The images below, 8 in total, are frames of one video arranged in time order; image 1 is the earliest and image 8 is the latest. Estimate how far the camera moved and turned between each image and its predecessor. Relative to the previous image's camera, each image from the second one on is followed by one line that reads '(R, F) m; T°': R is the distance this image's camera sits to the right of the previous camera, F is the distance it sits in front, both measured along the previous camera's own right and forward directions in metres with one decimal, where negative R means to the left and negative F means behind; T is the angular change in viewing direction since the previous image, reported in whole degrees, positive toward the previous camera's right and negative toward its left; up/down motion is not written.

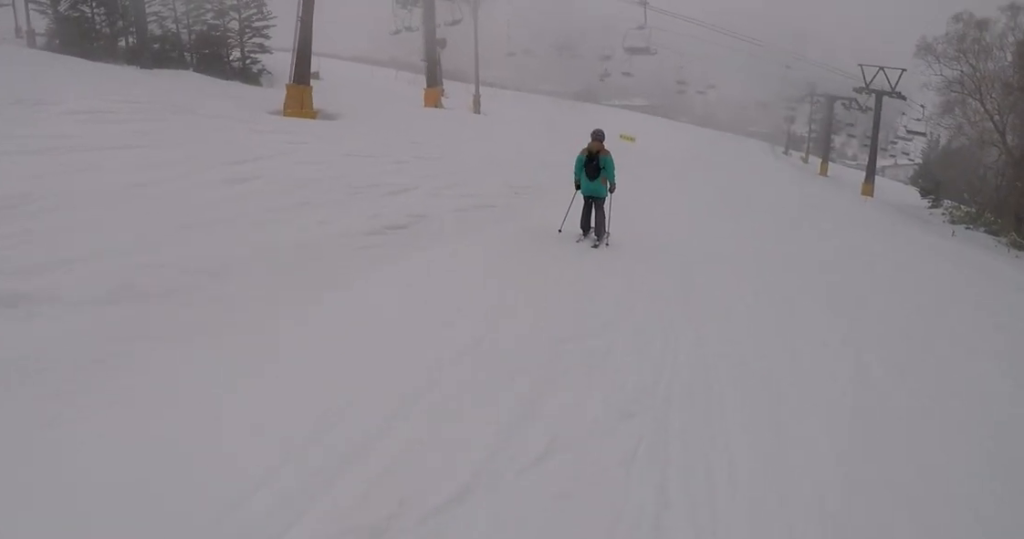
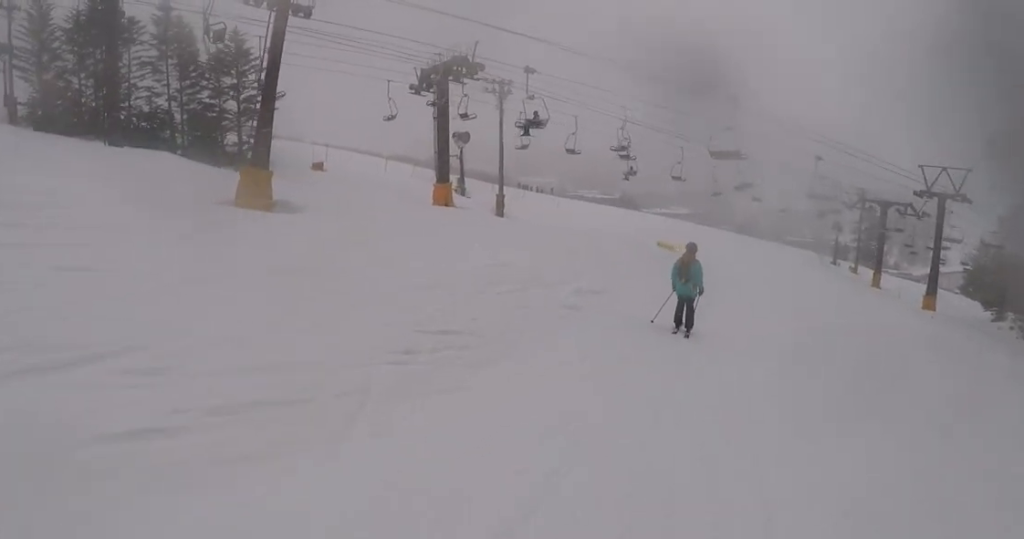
(+0.4, +6.9) m; +7°
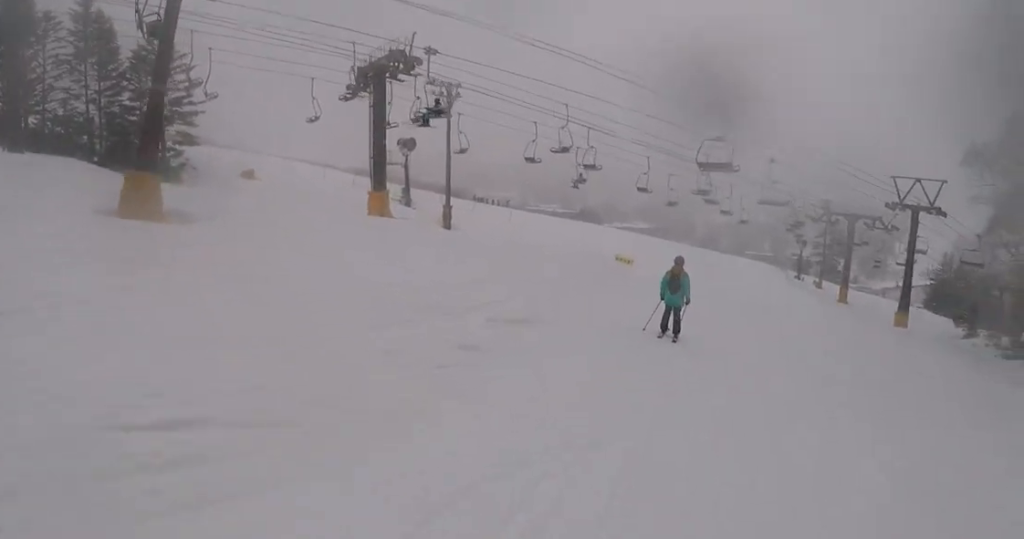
(+0.3, +3.7) m; +2°
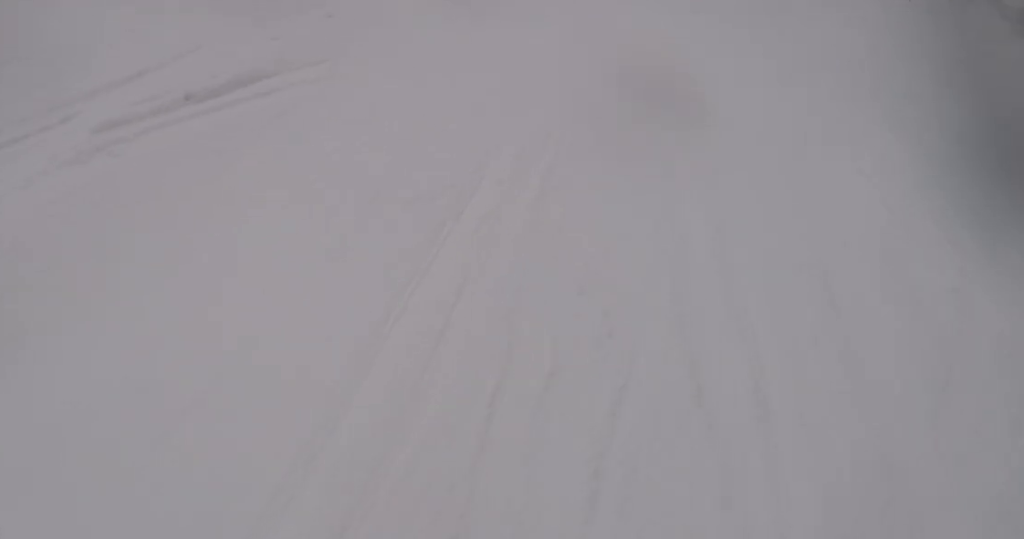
(-0.3, +6.2) m; -9°
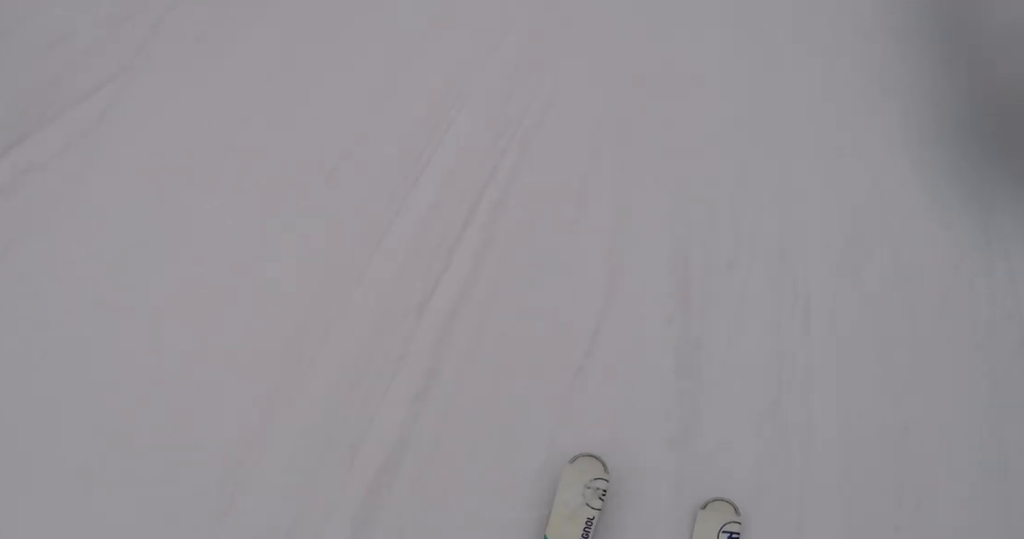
(-0.5, +3.0) m; 0°
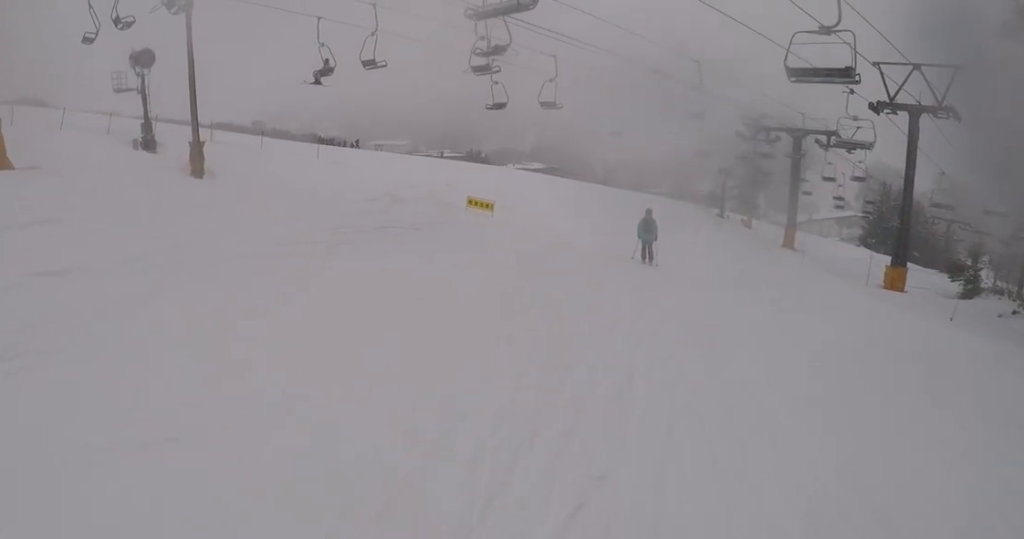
(+0.9, +9.6) m; +12°
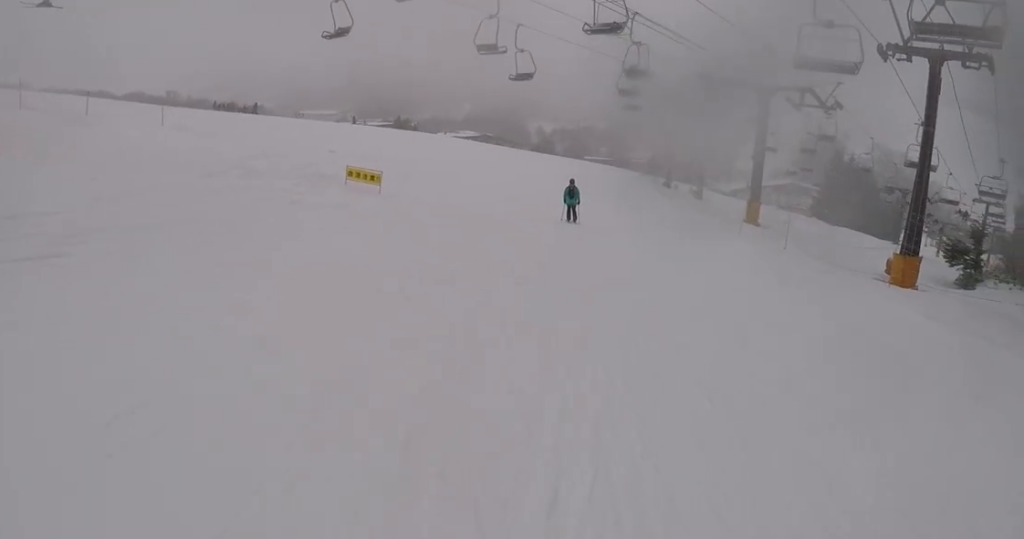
(+0.2, +10.1) m; +1°
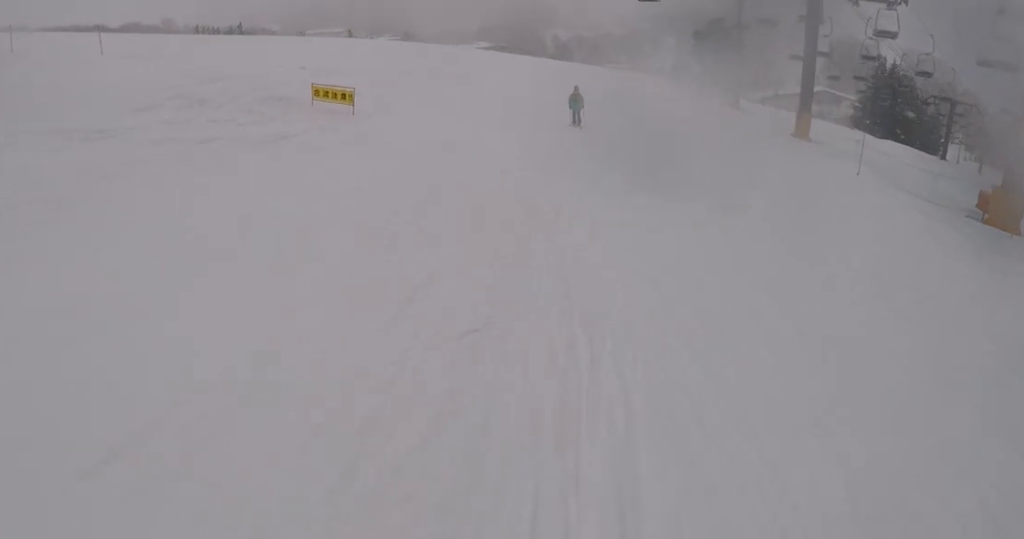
(0.0, +5.6) m; -1°
